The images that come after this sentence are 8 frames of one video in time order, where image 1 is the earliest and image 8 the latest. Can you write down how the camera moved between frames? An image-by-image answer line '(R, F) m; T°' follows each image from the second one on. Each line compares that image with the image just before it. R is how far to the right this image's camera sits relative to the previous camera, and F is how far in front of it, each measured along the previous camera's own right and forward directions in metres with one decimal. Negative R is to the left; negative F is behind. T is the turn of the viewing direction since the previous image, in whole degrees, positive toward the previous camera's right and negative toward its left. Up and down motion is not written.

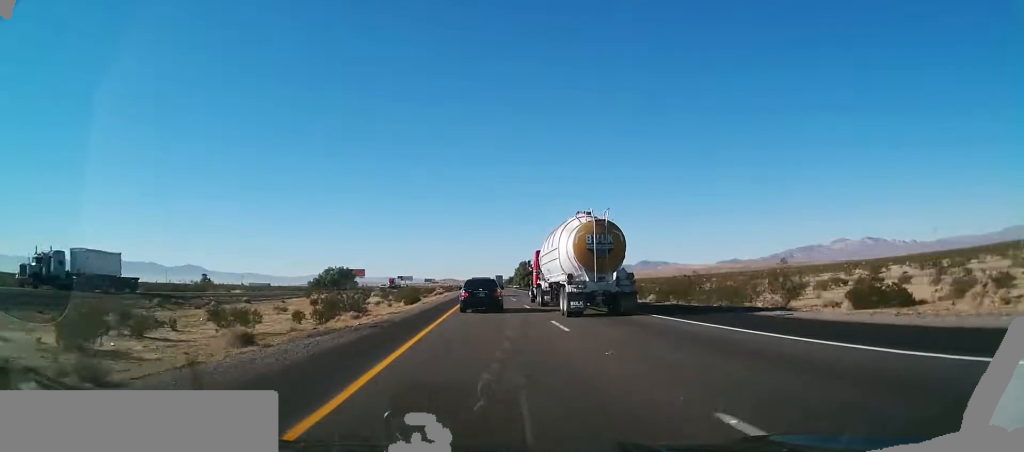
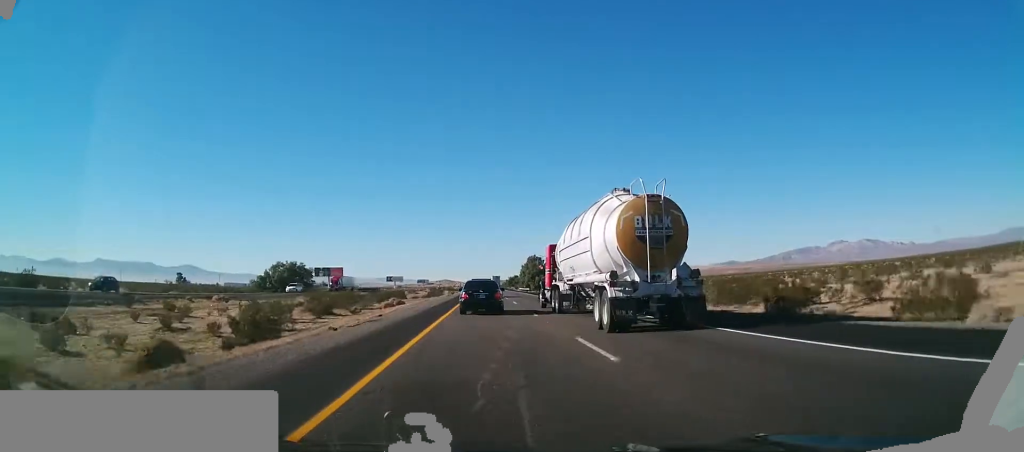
(-0.5, +50.2) m; -1°
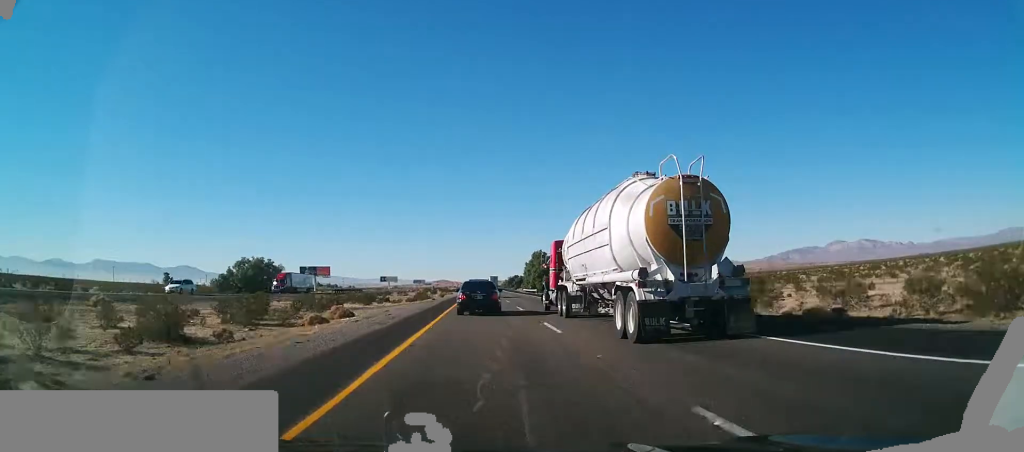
(-0.4, +23.2) m; 0°
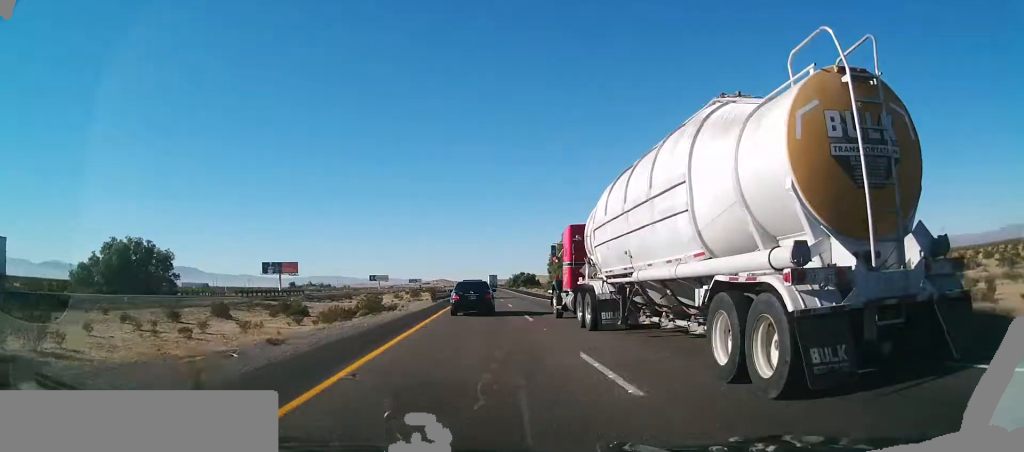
(+1.1, +52.9) m; +1°
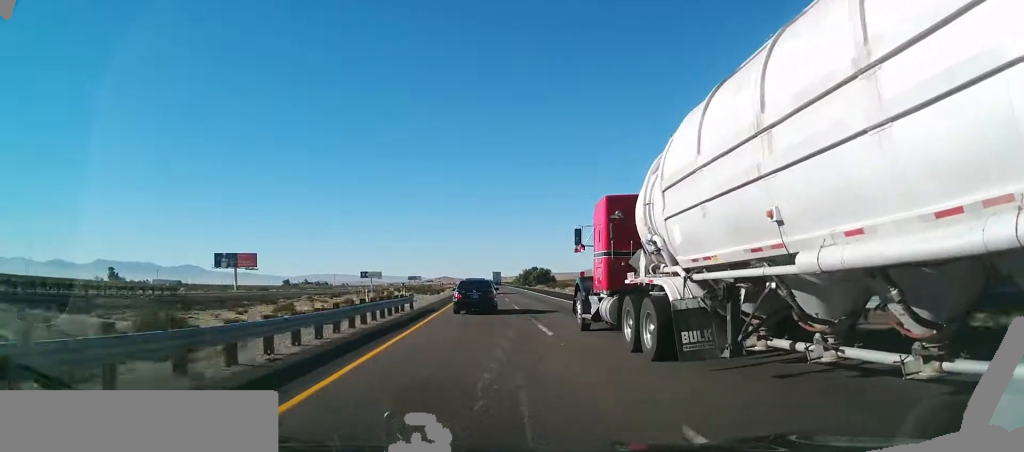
(0.0, +49.8) m; 0°
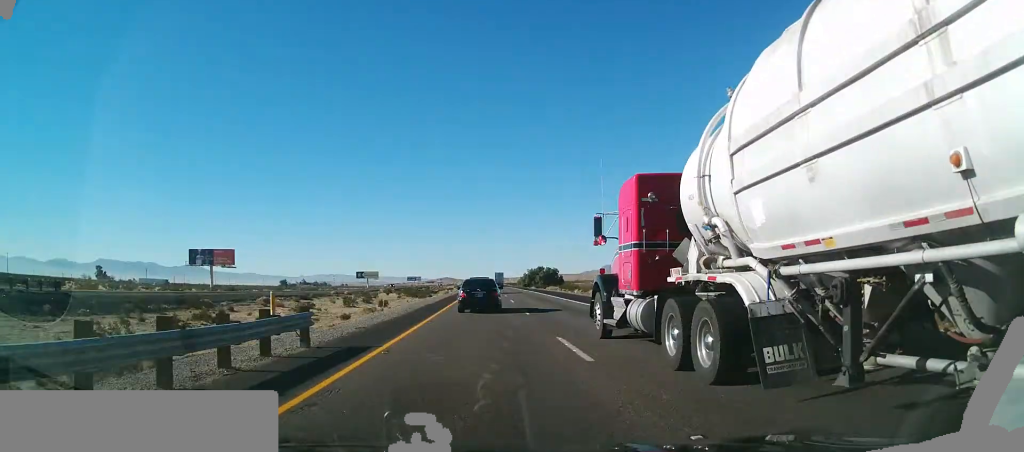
(-0.1, +19.9) m; 0°
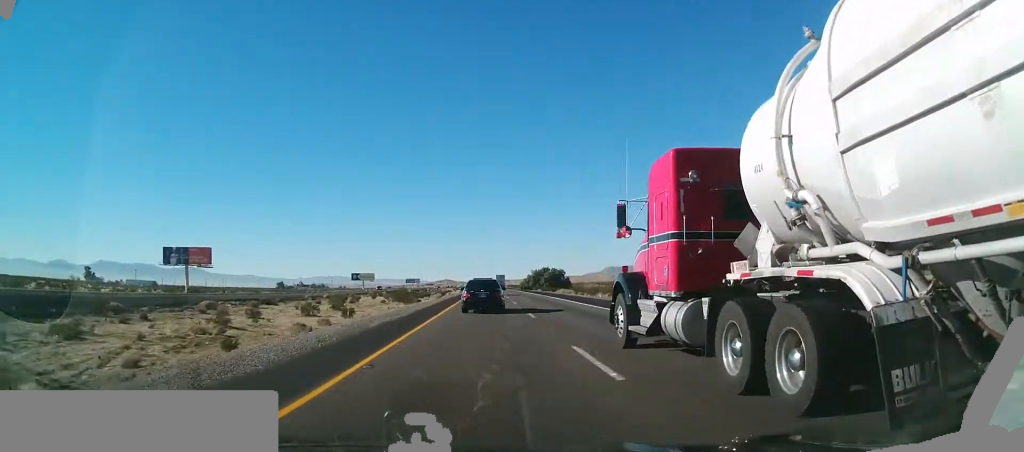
(0.0, +16.6) m; 0°
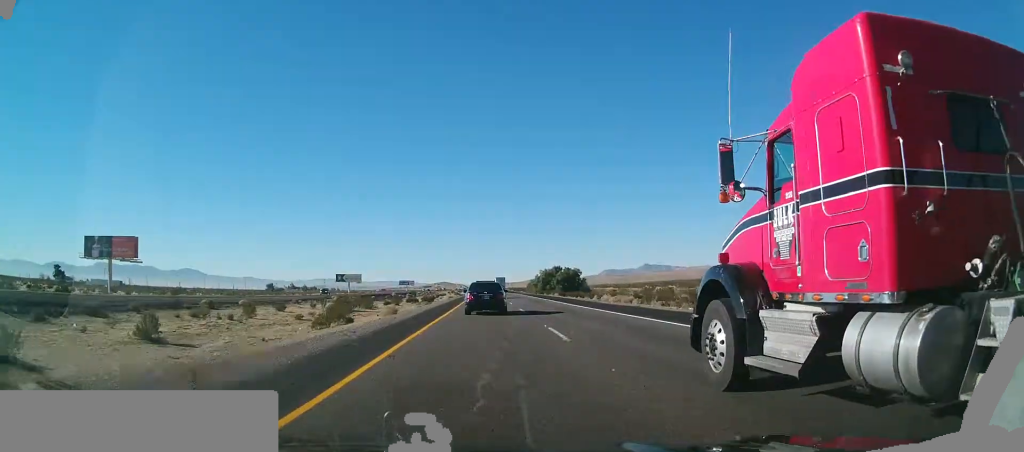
(0.0, +37.6) m; 0°
